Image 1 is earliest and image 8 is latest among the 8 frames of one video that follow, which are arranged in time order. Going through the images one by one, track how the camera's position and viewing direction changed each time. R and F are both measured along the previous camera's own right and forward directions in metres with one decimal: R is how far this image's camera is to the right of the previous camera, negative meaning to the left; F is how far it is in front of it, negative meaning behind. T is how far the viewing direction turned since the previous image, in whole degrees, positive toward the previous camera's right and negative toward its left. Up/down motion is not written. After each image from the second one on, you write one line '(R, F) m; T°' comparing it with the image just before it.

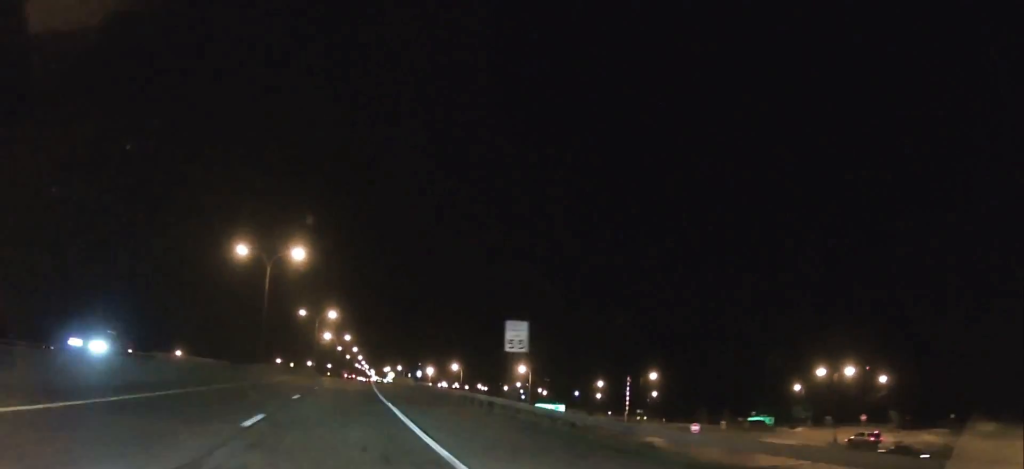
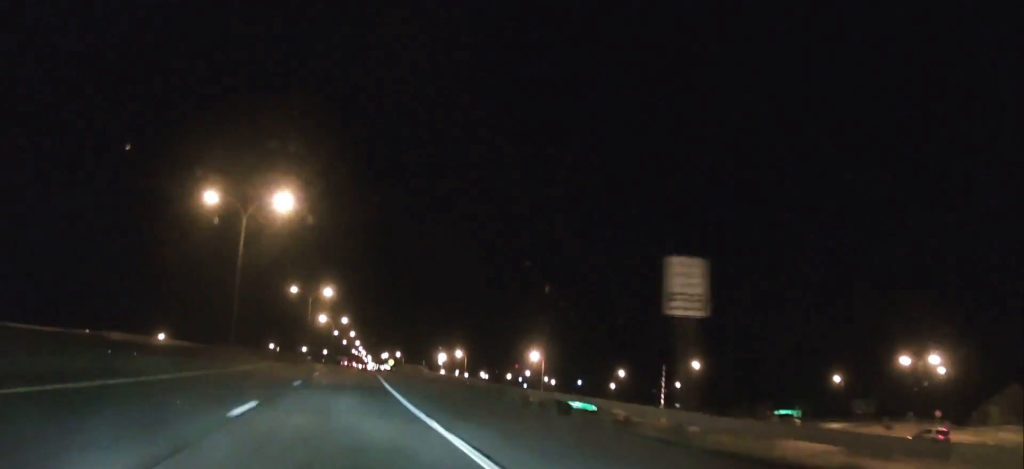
(-0.3, +13.4) m; 0°
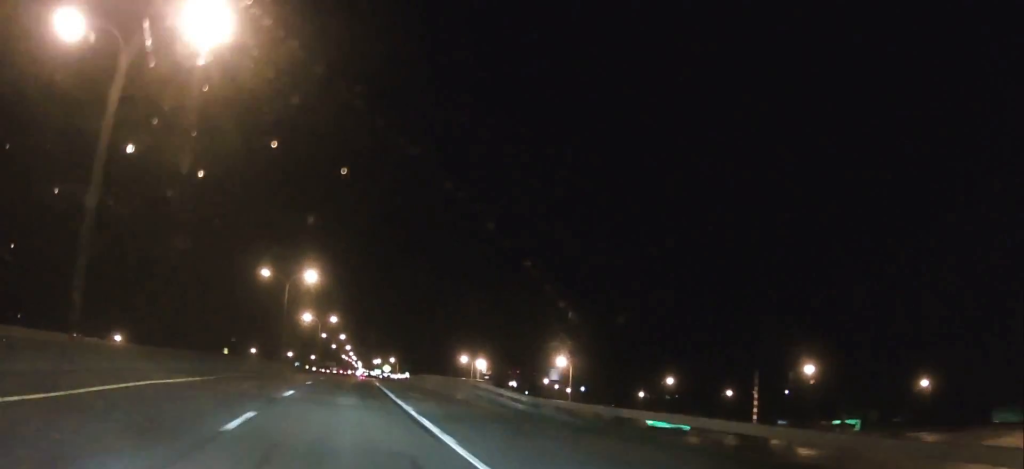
(+0.6, +24.7) m; +1°
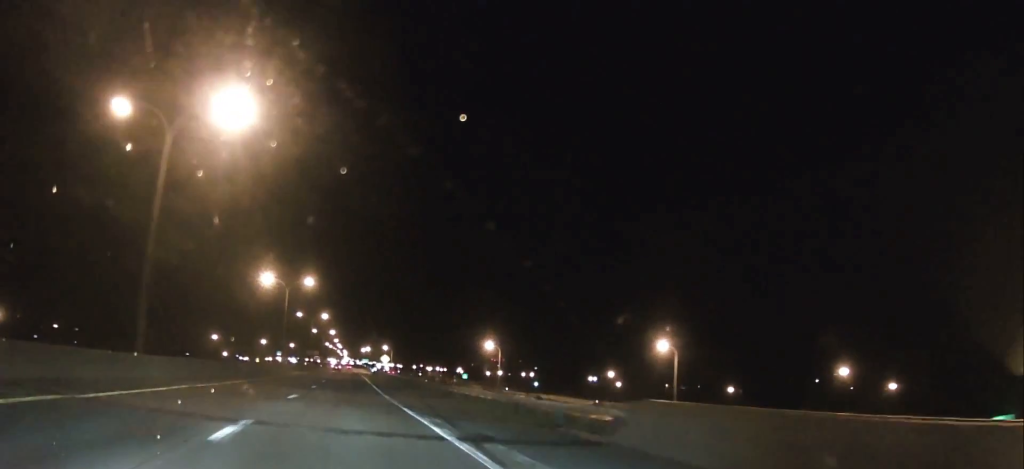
(0.0, +45.6) m; +1°
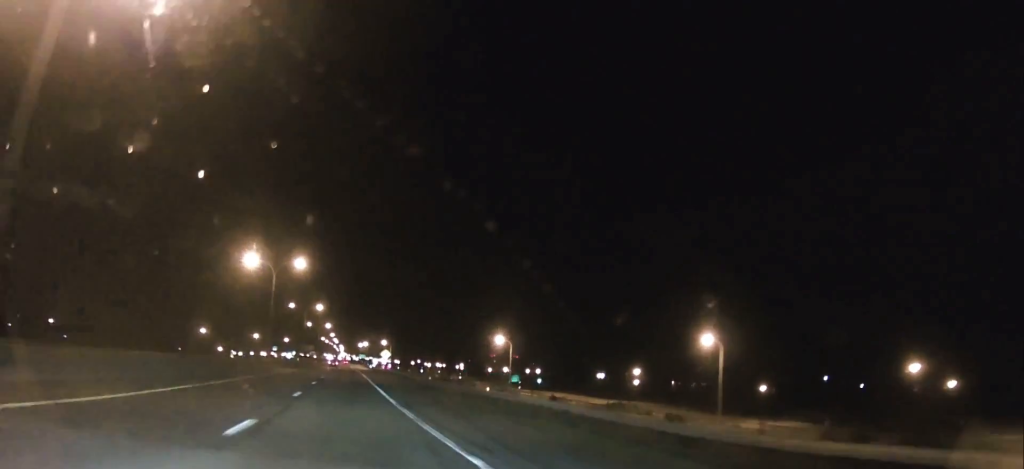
(+0.2, +11.3) m; 0°
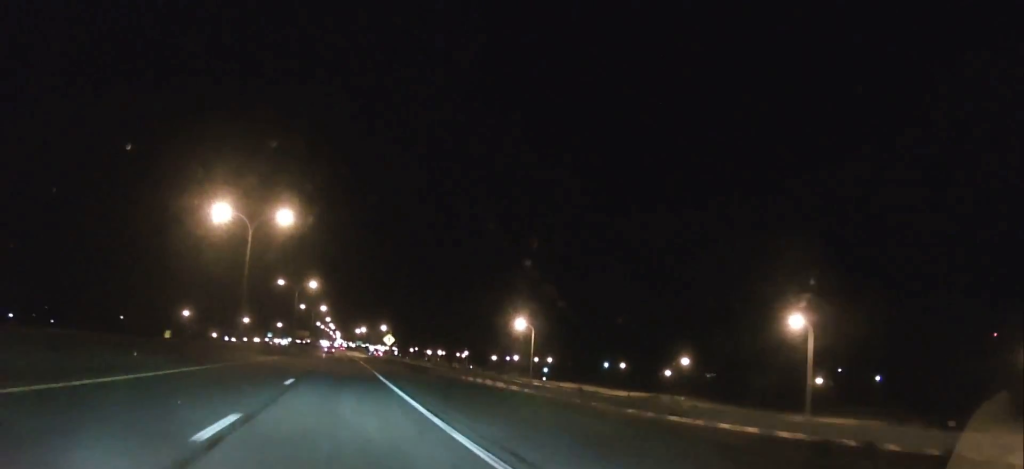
(+0.1, +15.9) m; 0°
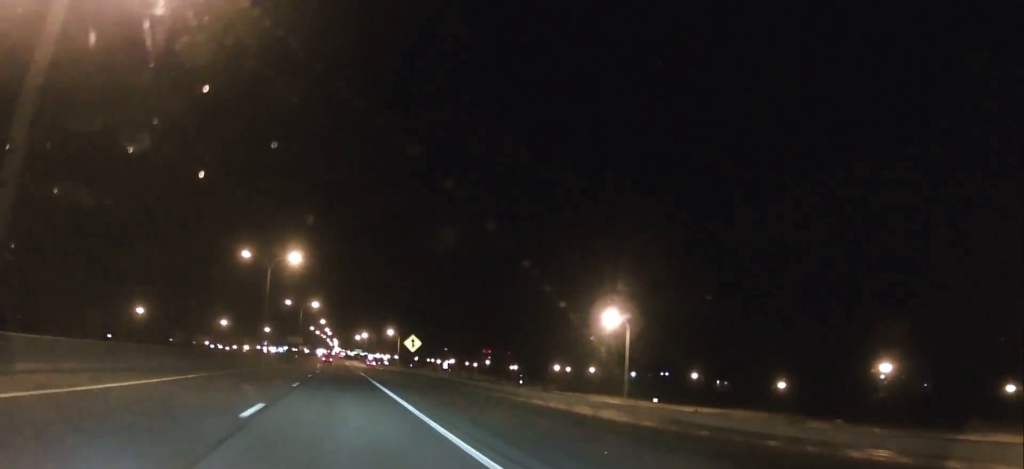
(0.0, +35.7) m; 0°
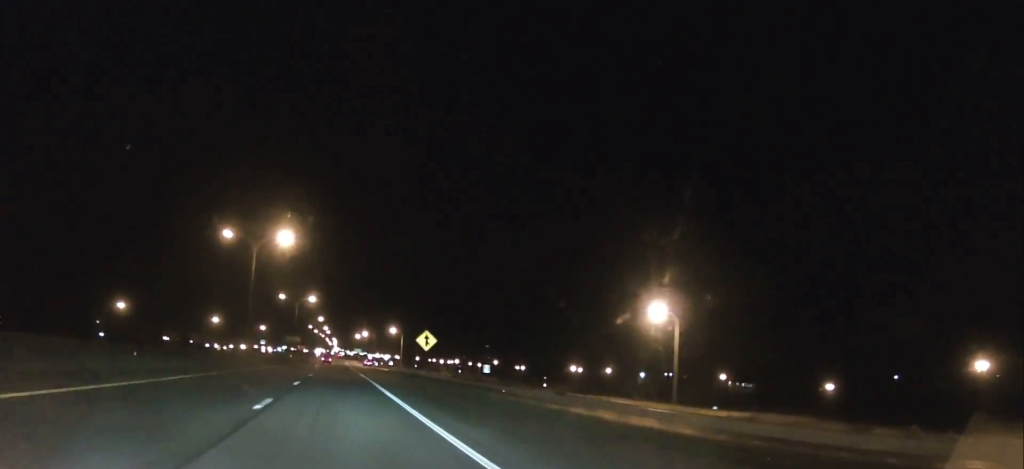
(0.0, +10.7) m; 0°
